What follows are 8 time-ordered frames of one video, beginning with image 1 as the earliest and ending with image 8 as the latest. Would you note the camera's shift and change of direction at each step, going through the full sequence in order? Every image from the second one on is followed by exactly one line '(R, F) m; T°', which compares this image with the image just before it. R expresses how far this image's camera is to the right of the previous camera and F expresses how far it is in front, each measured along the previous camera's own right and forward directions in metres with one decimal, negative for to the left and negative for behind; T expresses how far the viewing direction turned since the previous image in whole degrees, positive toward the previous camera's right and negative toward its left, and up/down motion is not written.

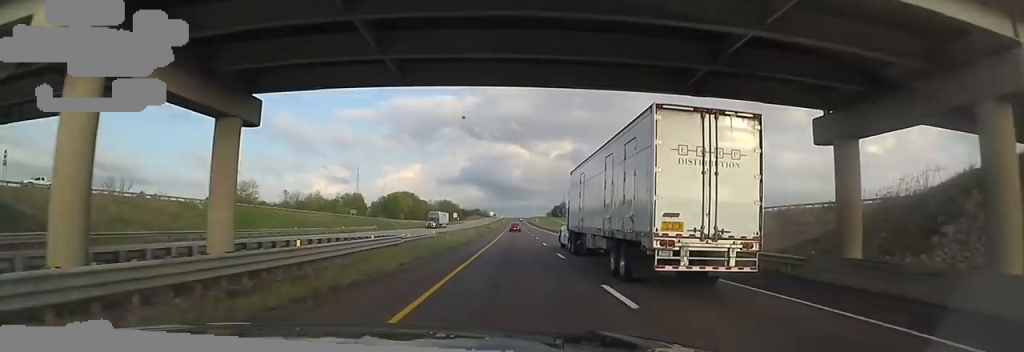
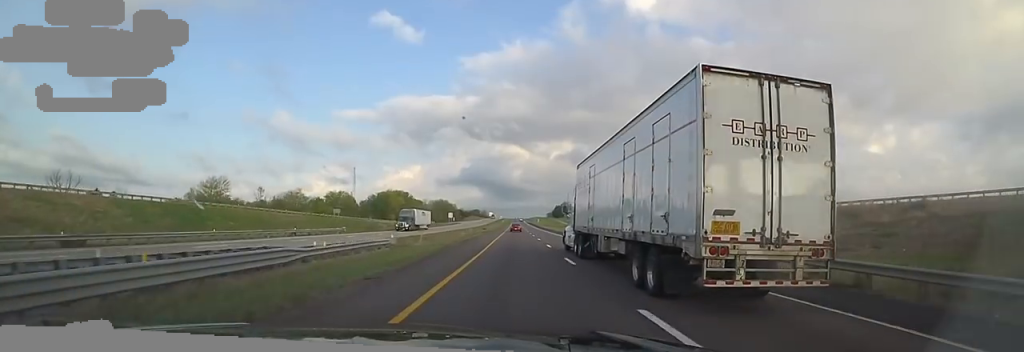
(-0.1, +15.3) m; +1°
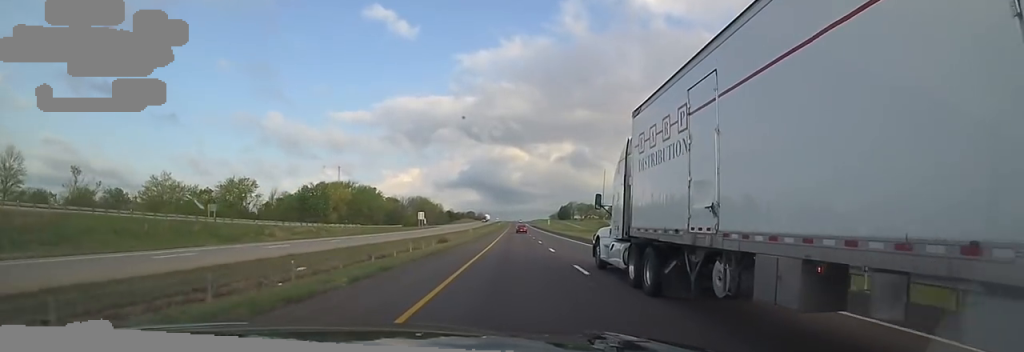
(+2.8, +64.2) m; +2°
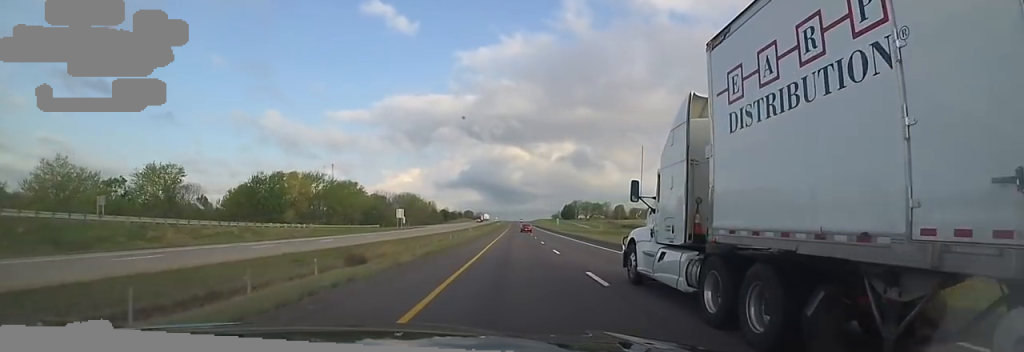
(-0.3, +26.8) m; -2°
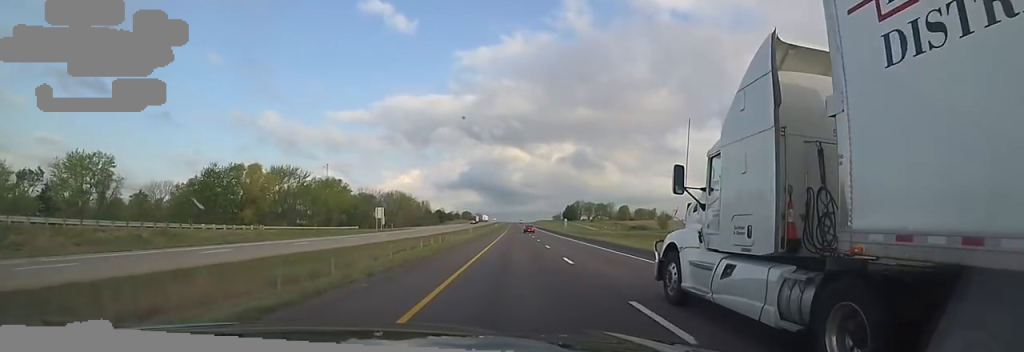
(-0.3, +17.5) m; -1°
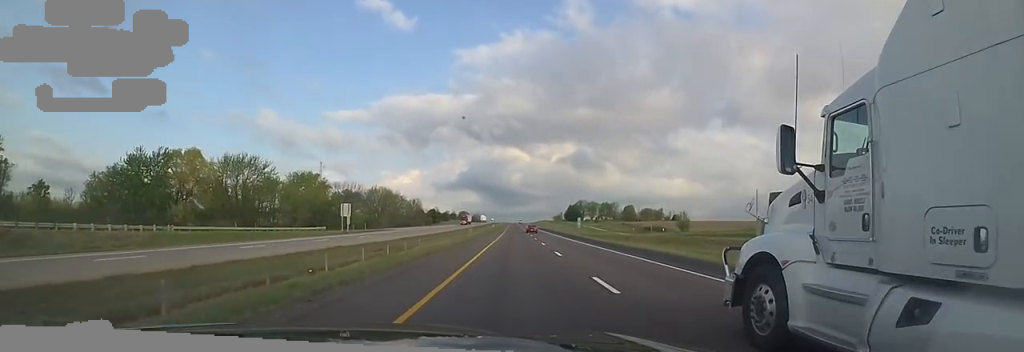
(-0.9, +19.8) m; 0°
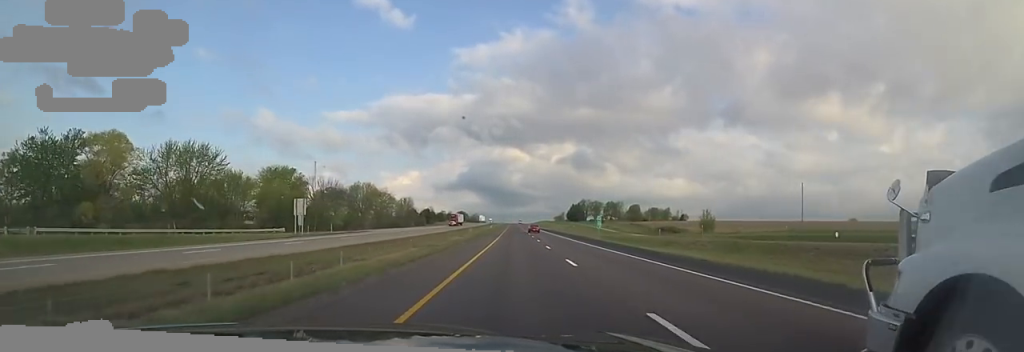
(+0.4, +17.4) m; +1°
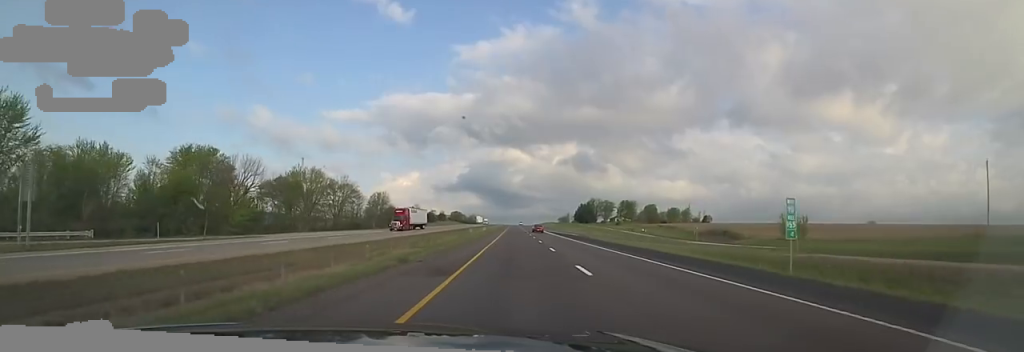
(+1.2, +39.5) m; +1°
